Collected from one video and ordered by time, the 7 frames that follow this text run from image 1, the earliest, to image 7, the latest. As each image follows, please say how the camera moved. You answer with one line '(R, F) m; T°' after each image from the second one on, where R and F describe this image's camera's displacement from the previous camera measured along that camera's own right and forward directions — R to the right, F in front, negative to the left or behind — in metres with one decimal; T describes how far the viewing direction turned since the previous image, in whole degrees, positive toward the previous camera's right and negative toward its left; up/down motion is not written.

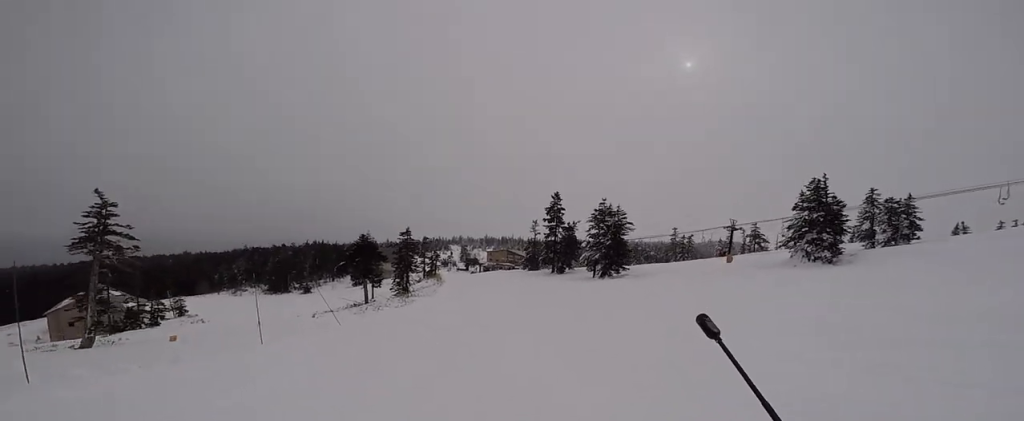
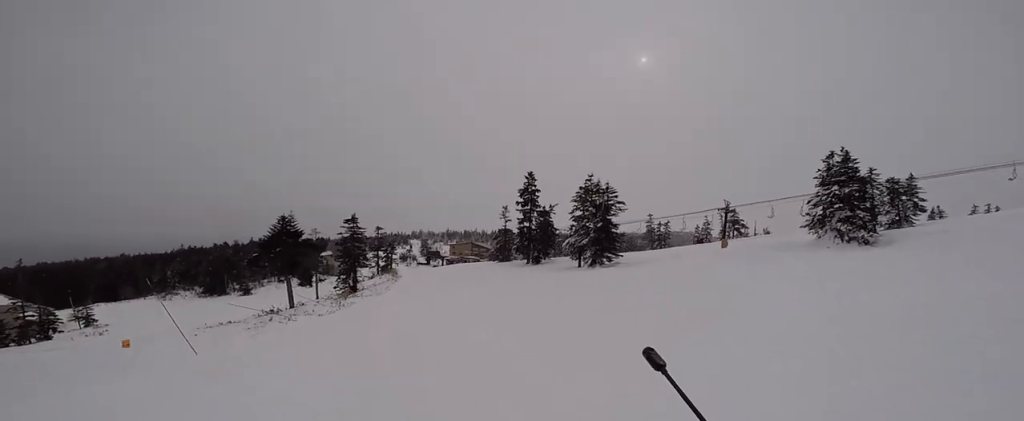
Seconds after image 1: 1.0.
(+0.4, +9.5) m; +1°
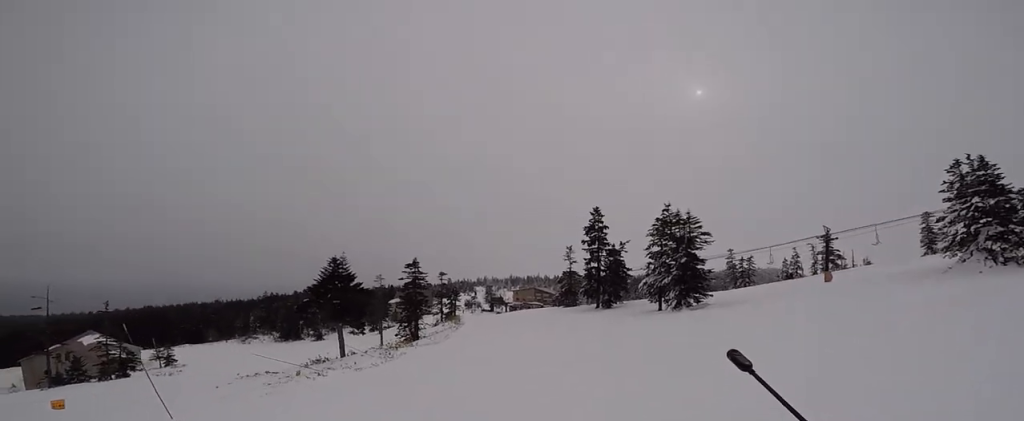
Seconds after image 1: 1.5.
(-0.4, +4.5) m; 0°
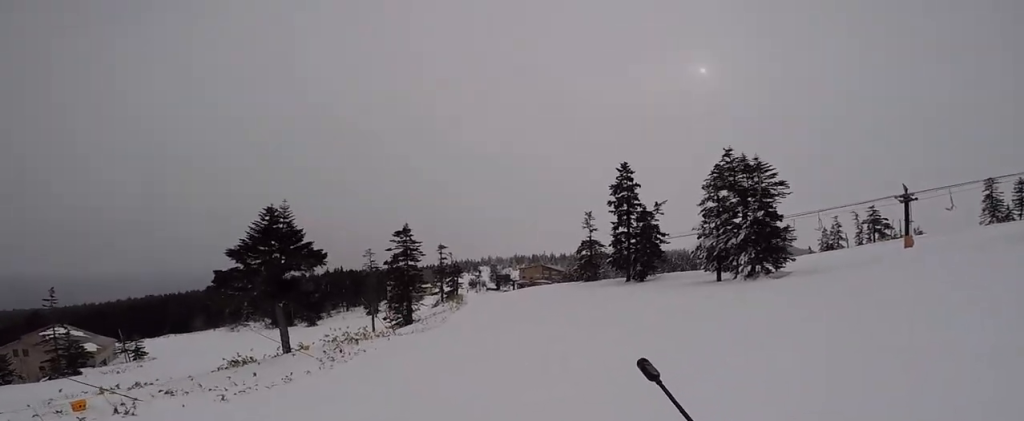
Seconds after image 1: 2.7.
(+0.6, +9.8) m; 0°
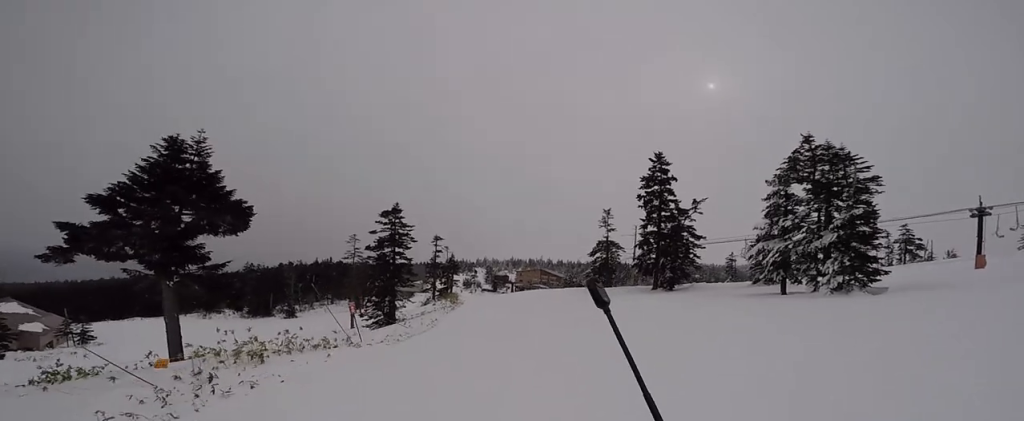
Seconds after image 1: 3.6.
(-0.6, +7.1) m; +2°
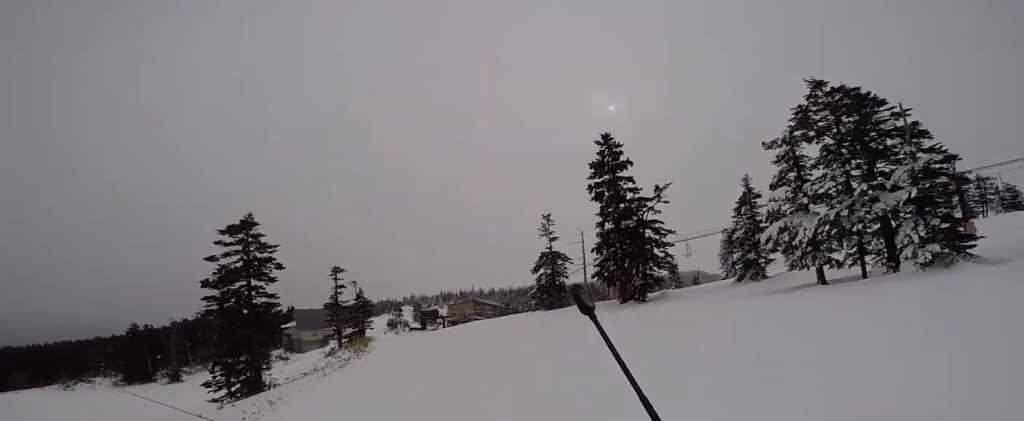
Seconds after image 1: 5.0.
(+0.6, +10.1) m; -2°
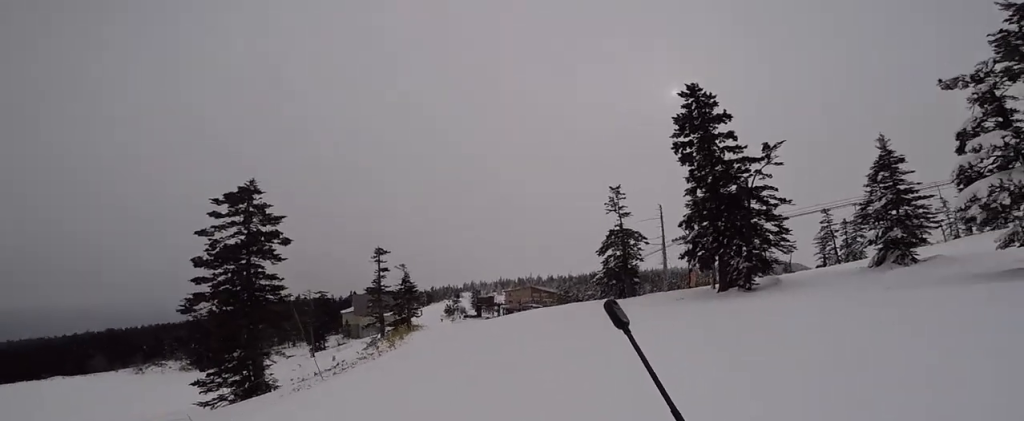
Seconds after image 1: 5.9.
(-0.6, +6.1) m; -6°
